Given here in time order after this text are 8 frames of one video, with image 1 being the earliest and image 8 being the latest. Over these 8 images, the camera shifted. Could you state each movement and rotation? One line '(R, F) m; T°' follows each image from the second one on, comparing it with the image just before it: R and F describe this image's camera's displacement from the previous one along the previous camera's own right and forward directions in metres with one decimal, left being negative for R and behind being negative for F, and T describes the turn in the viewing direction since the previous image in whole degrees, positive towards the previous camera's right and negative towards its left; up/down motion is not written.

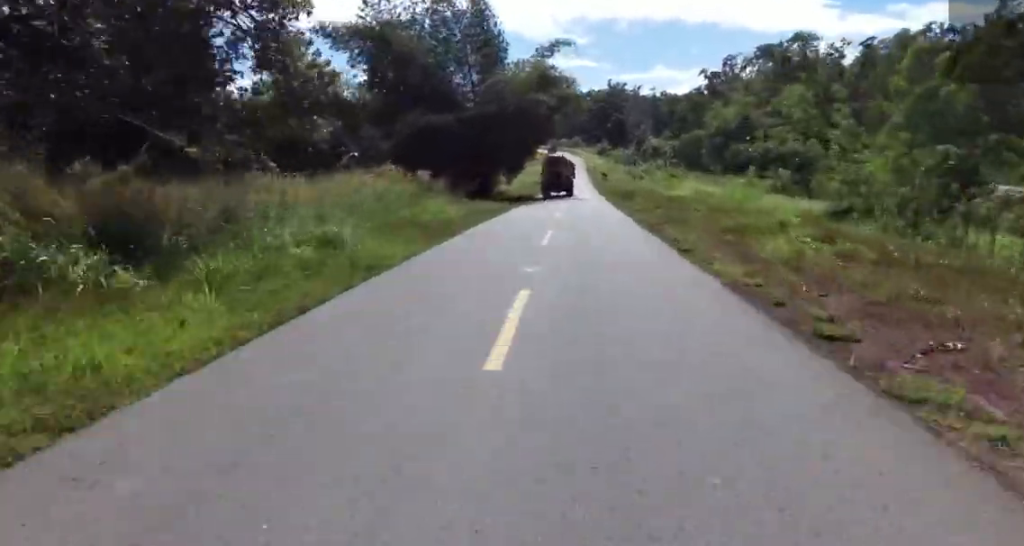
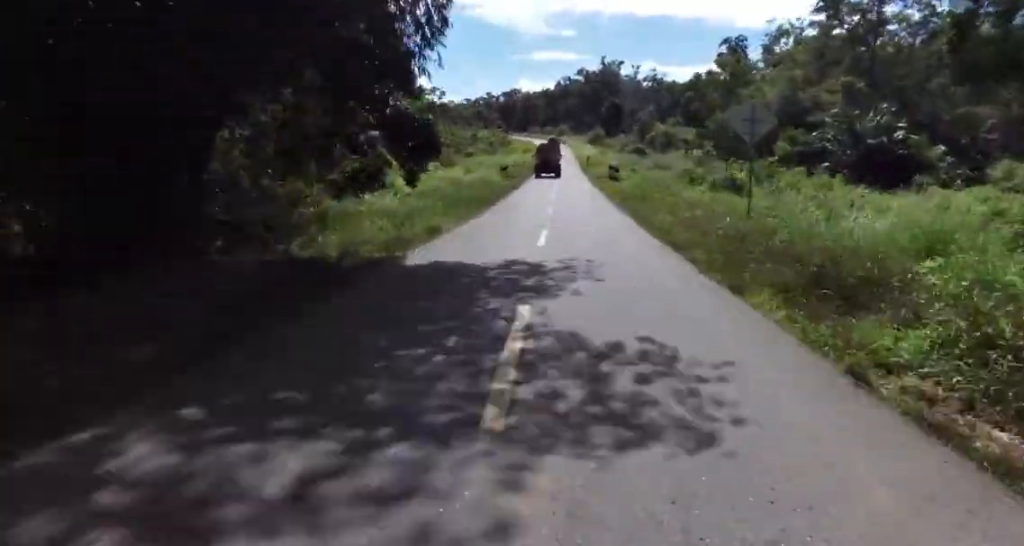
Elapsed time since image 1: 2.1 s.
(+2.2, +34.3) m; +4°
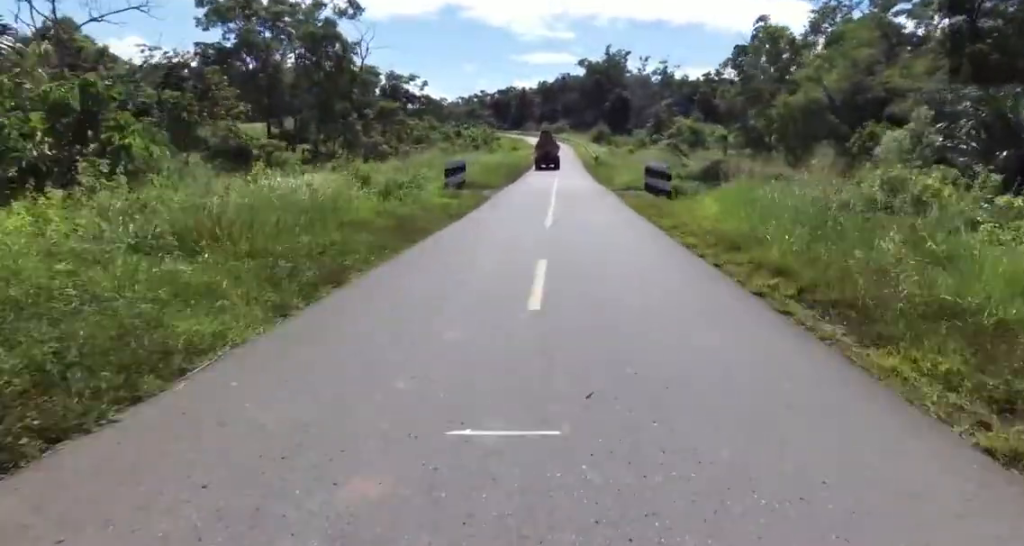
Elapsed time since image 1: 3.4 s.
(-1.2, +22.6) m; -3°
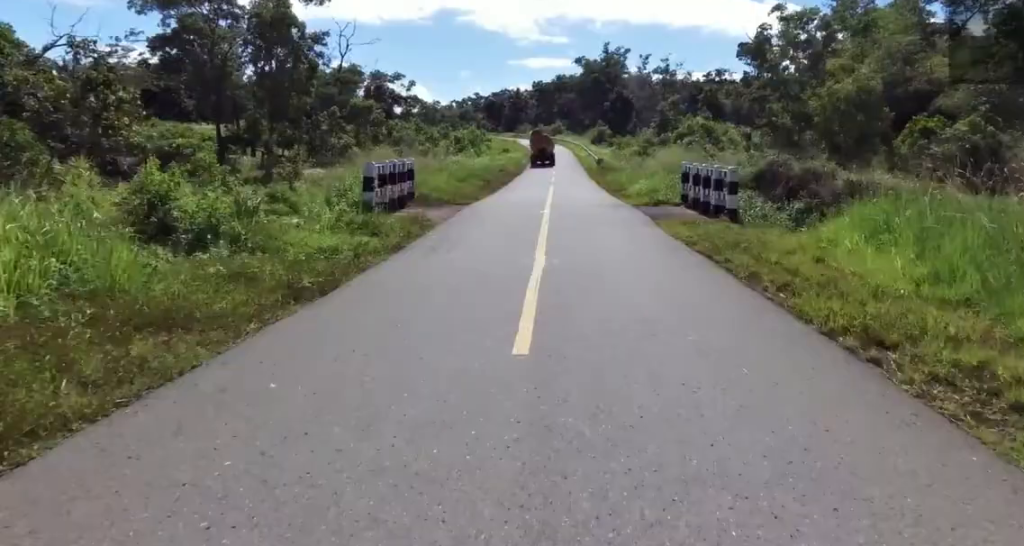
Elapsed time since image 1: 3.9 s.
(+0.1, +9.4) m; 0°
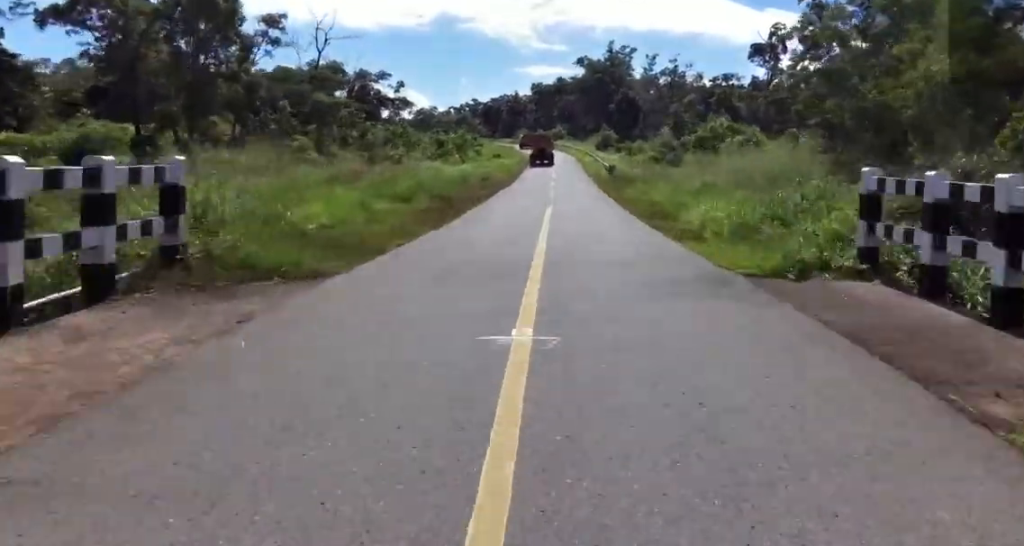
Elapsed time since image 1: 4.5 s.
(0.0, +12.2) m; 0°
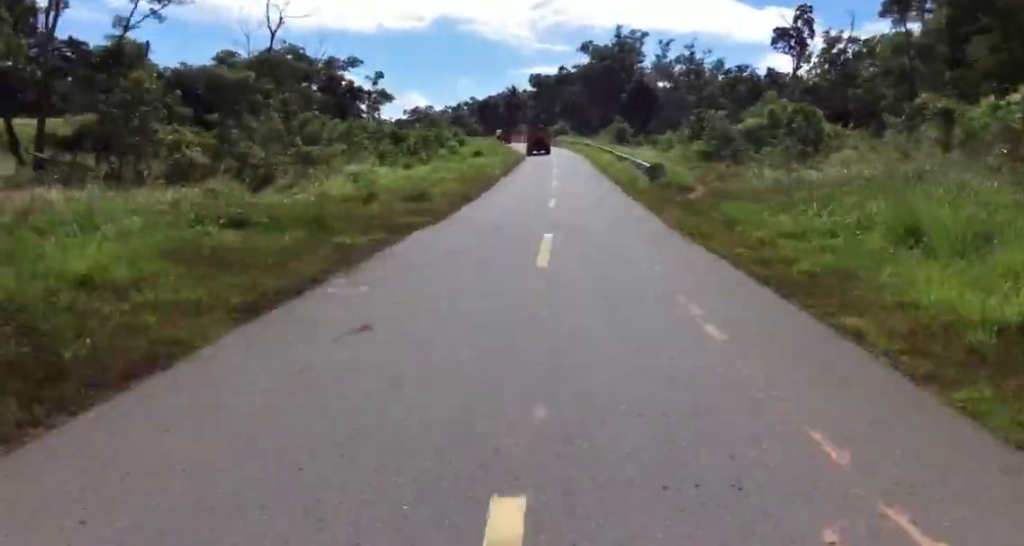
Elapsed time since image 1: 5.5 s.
(0.0, +18.2) m; 0°
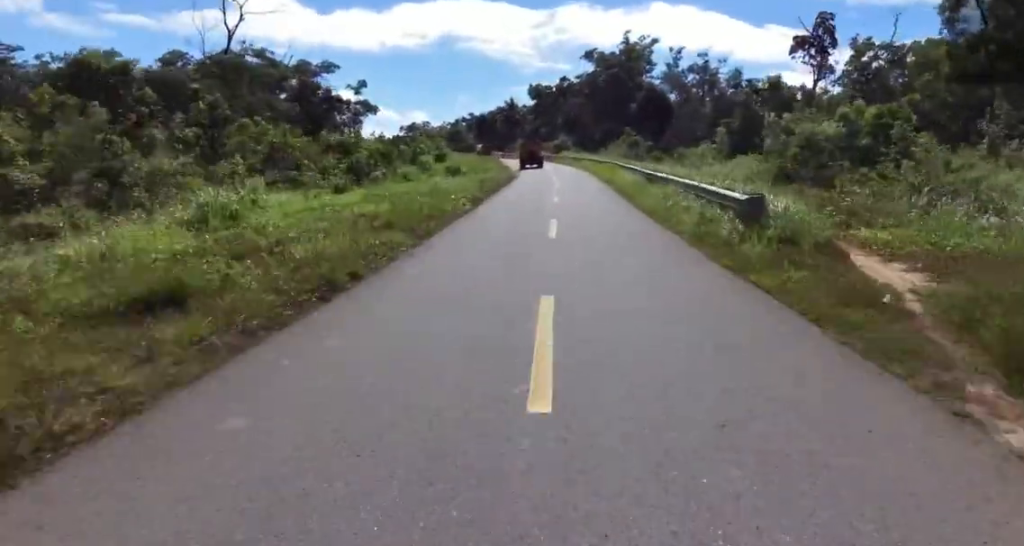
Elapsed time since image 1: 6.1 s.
(0.0, +12.6) m; 0°
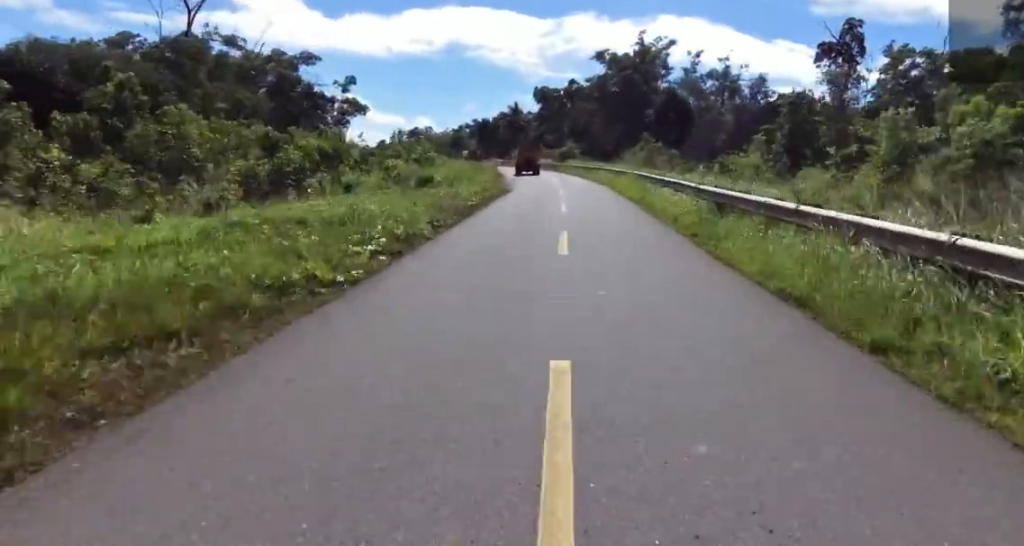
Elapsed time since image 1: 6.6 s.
(0.0, +10.3) m; -1°
